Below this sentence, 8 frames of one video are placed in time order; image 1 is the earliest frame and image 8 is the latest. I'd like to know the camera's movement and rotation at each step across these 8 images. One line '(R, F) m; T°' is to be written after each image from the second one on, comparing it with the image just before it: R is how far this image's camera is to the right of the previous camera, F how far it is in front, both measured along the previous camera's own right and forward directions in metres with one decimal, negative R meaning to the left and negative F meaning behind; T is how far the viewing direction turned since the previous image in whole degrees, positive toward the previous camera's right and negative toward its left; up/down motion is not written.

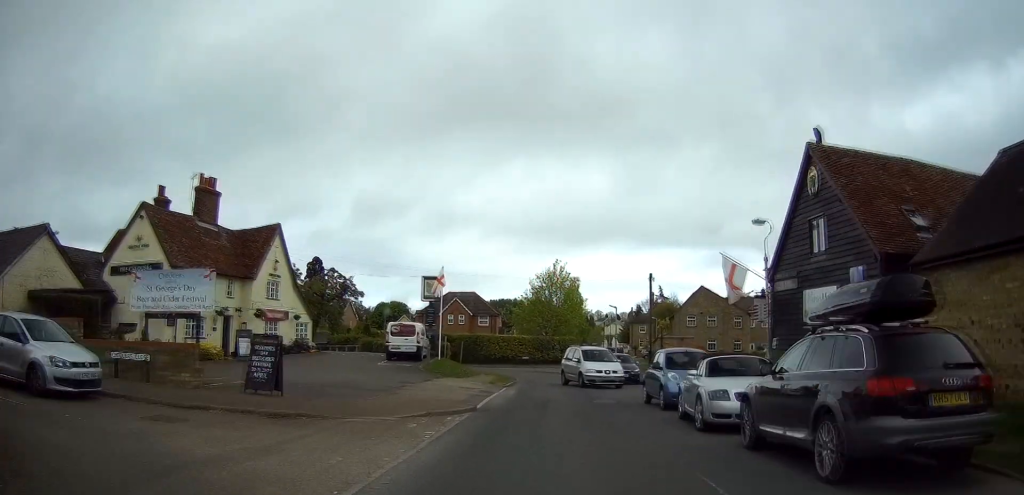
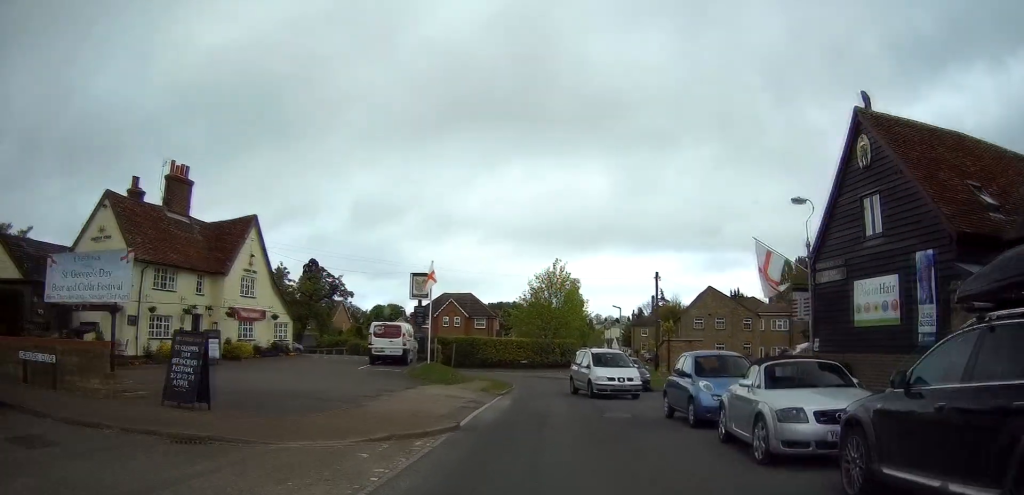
(-0.1, +3.4) m; -1°
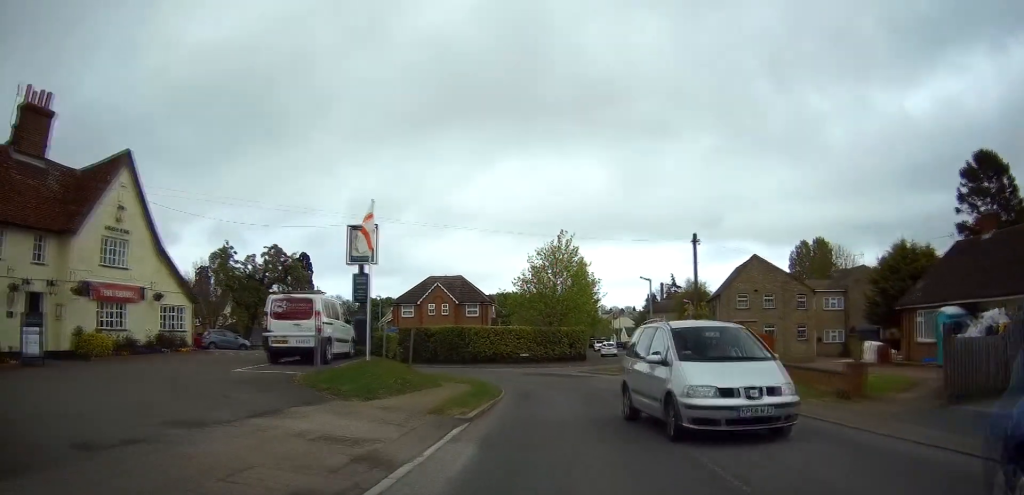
(-0.4, +12.5) m; -2°
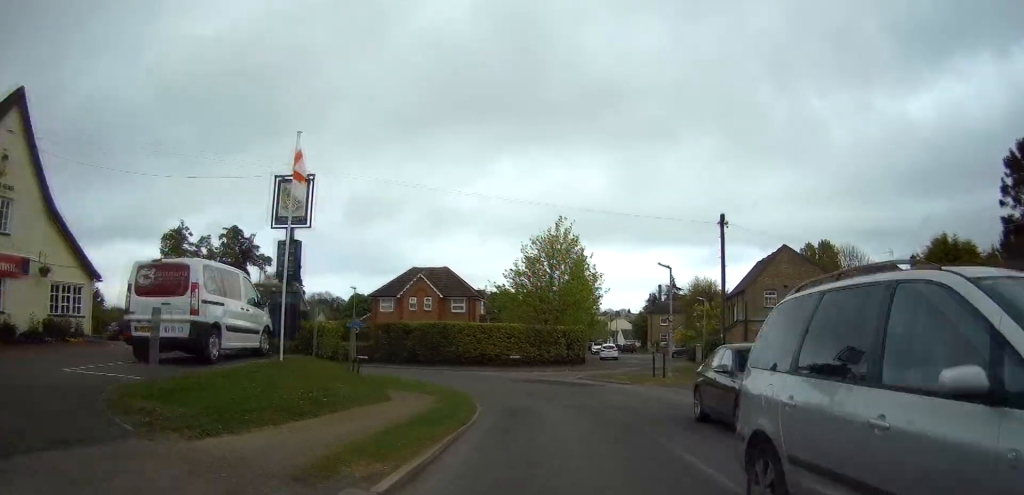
(0.0, +7.0) m; +2°
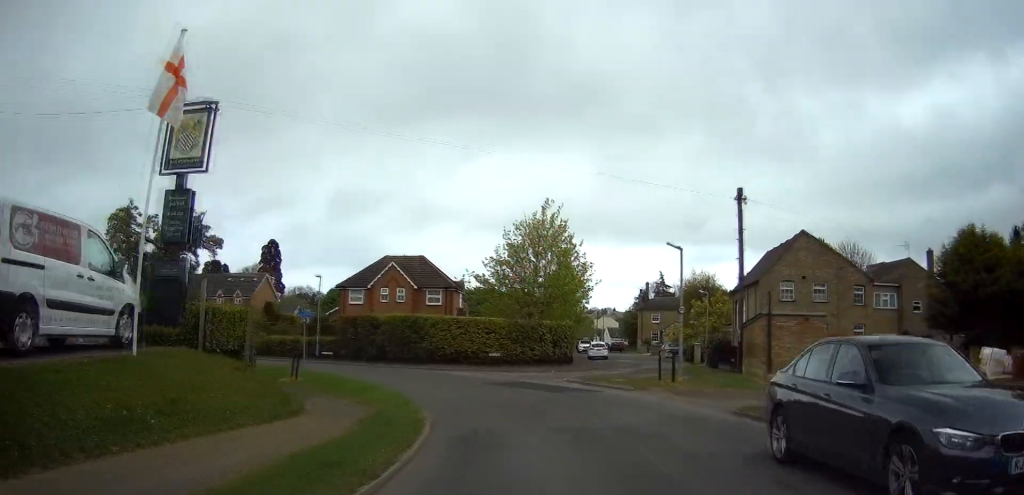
(+0.2, +5.4) m; +3°
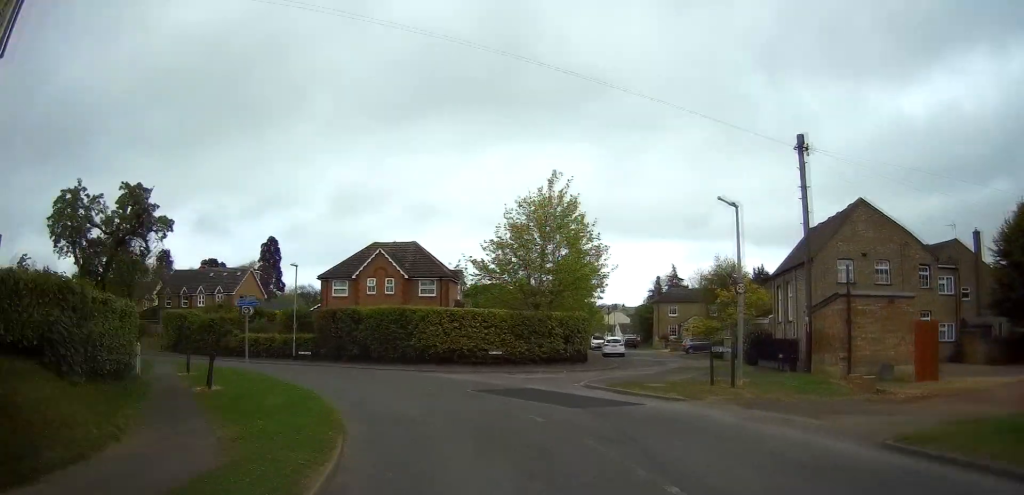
(+0.2, +6.8) m; 0°
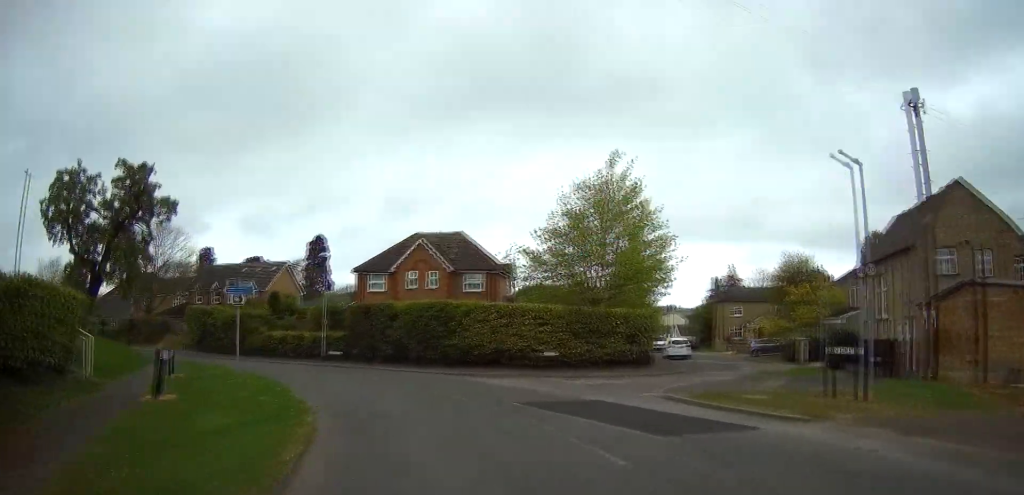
(+0.3, +4.7) m; -3°
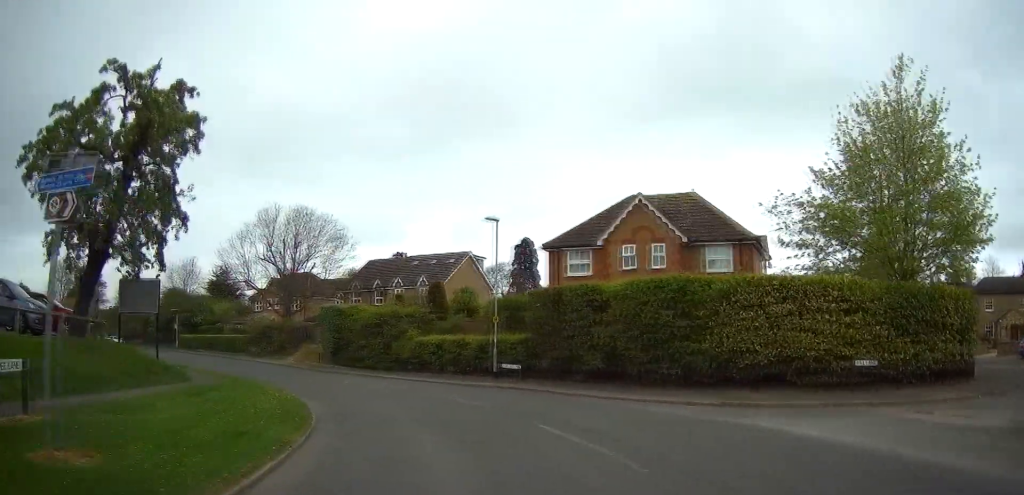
(-3.3, +13.1) m; -26°
